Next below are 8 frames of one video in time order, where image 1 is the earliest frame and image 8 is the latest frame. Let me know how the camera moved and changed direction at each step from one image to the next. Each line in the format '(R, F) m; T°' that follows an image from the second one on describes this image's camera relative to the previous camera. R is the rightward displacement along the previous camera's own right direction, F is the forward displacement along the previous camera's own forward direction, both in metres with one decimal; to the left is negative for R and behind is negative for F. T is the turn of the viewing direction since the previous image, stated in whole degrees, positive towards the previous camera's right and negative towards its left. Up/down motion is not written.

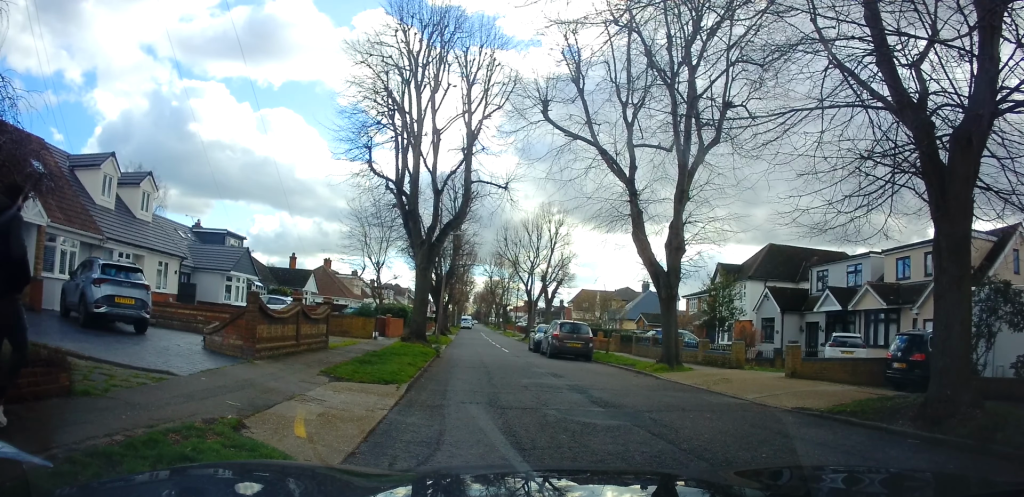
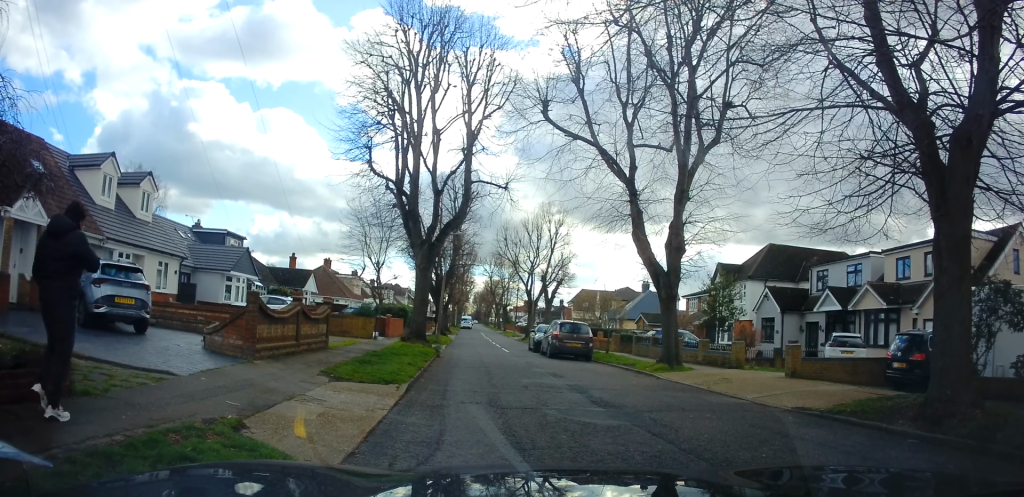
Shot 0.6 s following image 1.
(0.0, 0.0) m; 0°
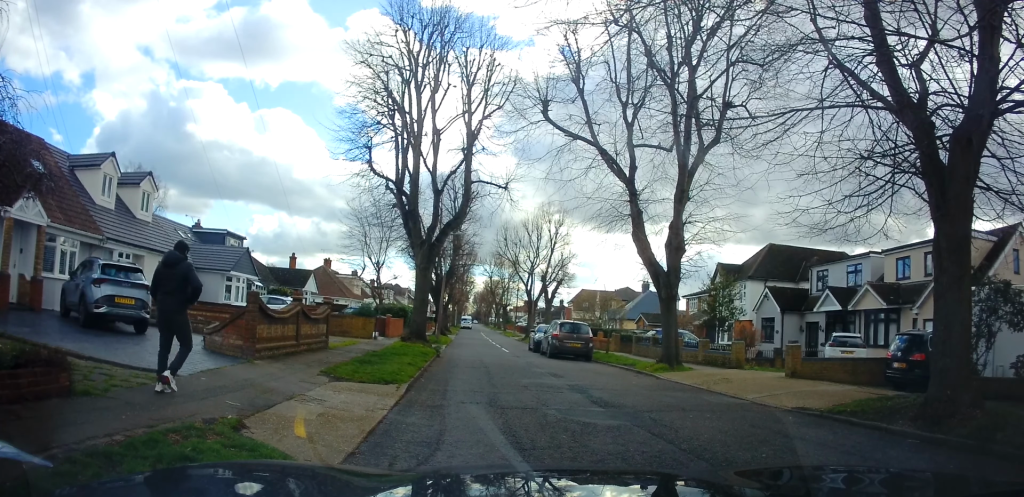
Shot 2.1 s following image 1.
(0.0, 0.0) m; 0°
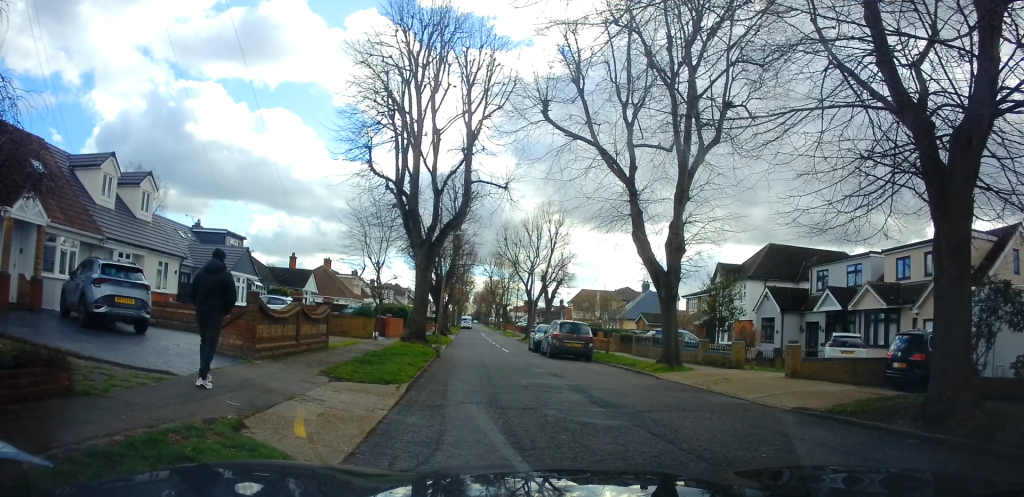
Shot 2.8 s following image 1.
(0.0, 0.0) m; 0°
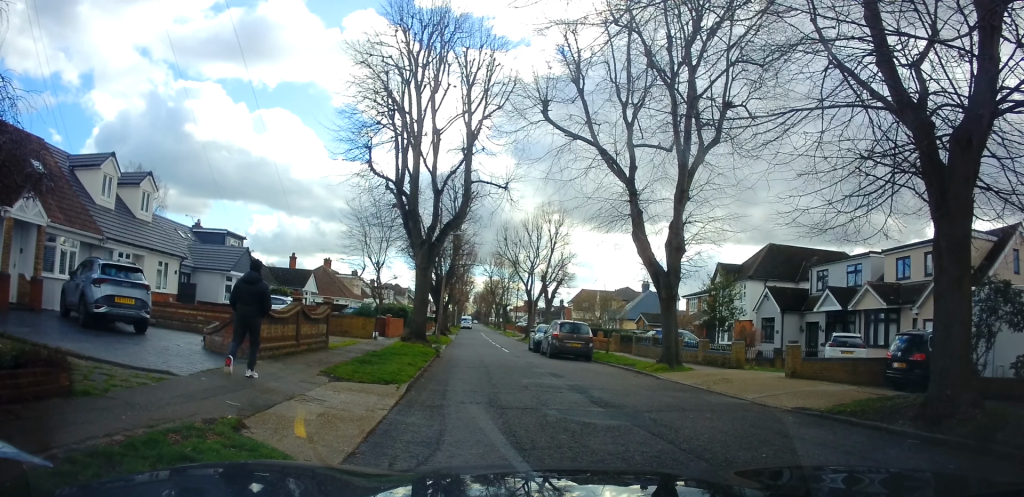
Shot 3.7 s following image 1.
(0.0, 0.0) m; 0°
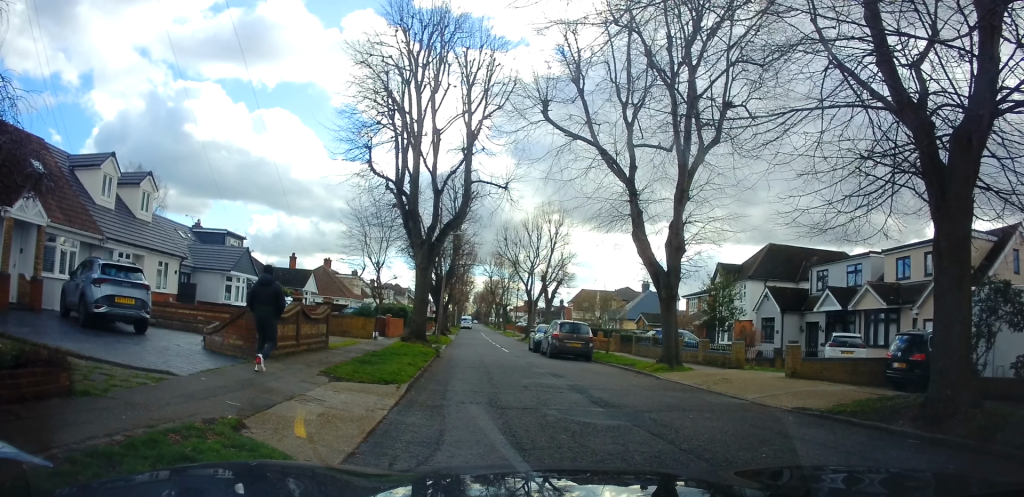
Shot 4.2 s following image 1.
(0.0, 0.0) m; 0°
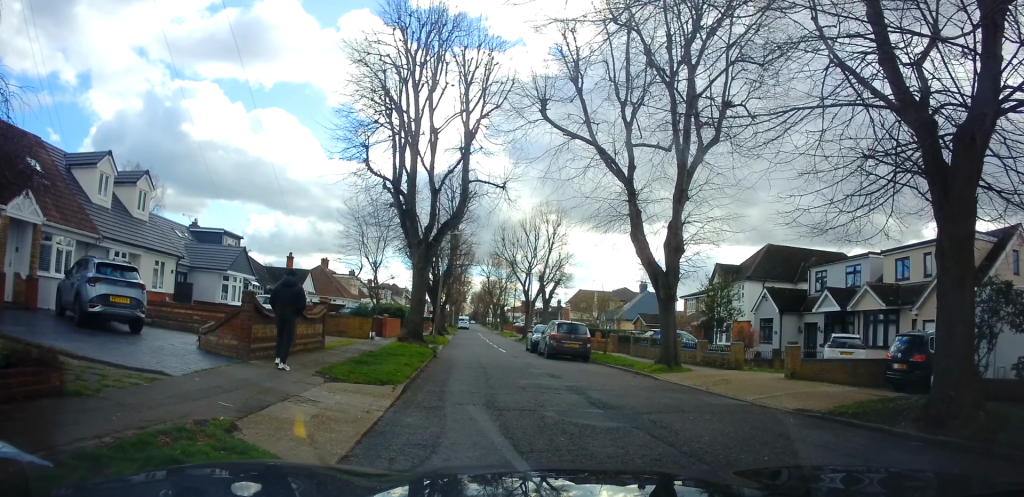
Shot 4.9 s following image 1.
(0.0, 0.0) m; 0°
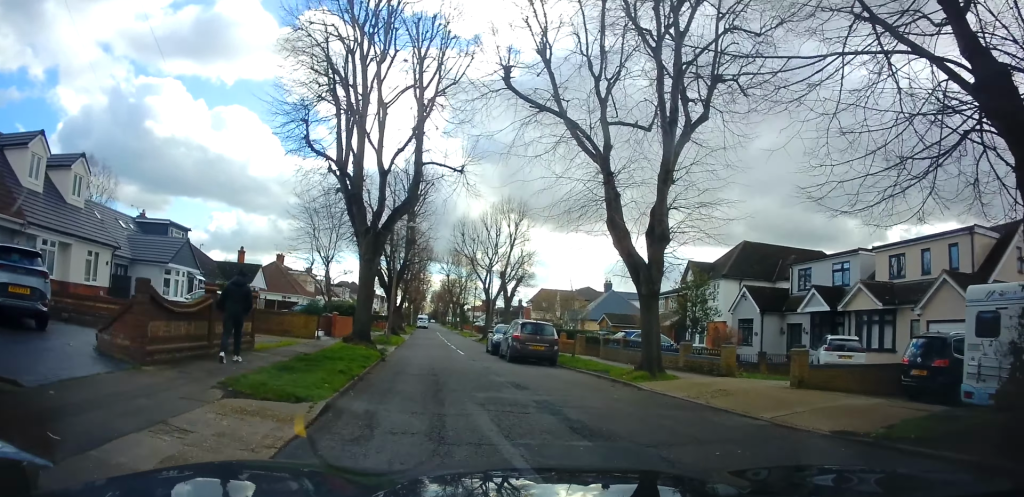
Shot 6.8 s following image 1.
(+0.4, +1.6) m; +4°
